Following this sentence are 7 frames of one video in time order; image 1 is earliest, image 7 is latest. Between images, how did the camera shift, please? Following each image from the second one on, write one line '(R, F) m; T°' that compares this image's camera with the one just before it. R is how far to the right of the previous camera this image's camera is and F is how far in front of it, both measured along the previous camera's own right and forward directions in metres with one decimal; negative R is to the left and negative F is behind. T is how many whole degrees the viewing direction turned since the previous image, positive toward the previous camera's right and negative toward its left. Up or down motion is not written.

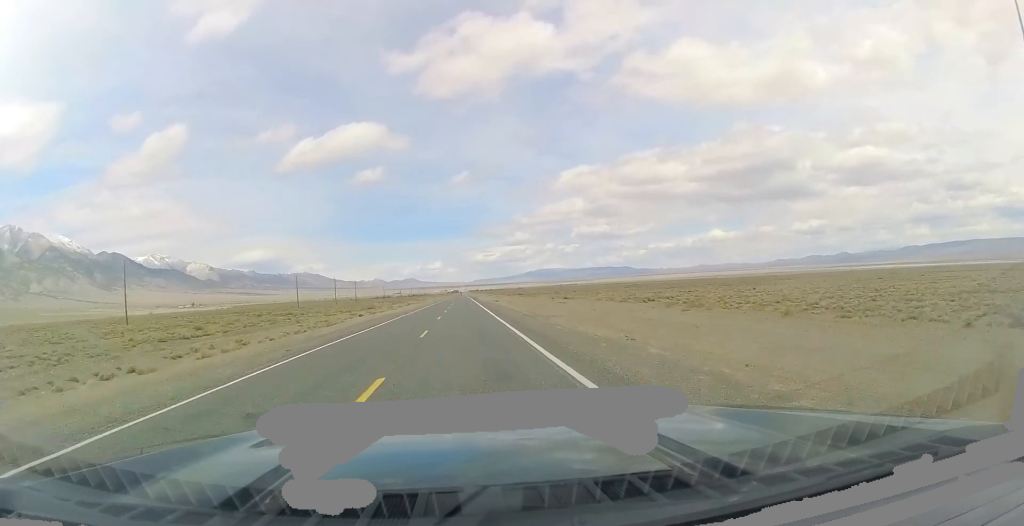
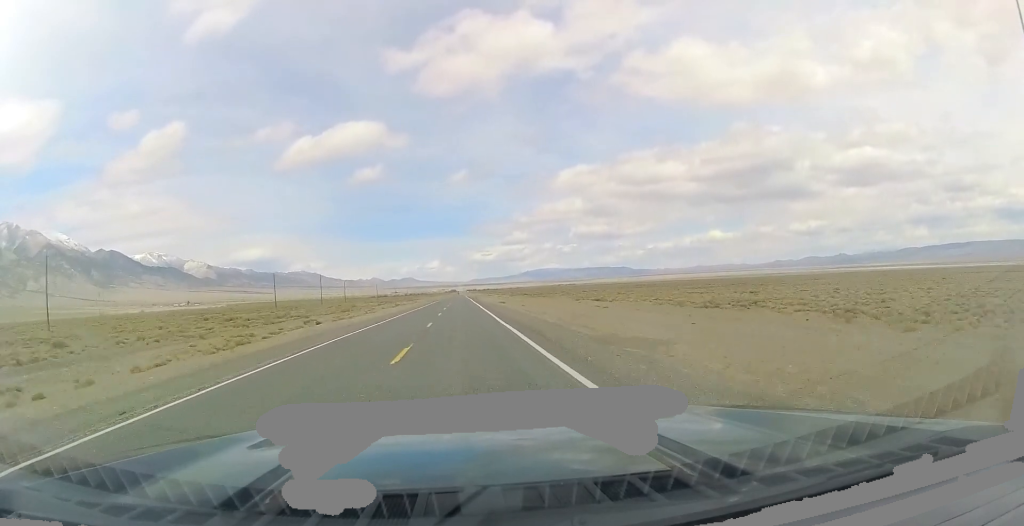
(0.0, +21.9) m; 0°
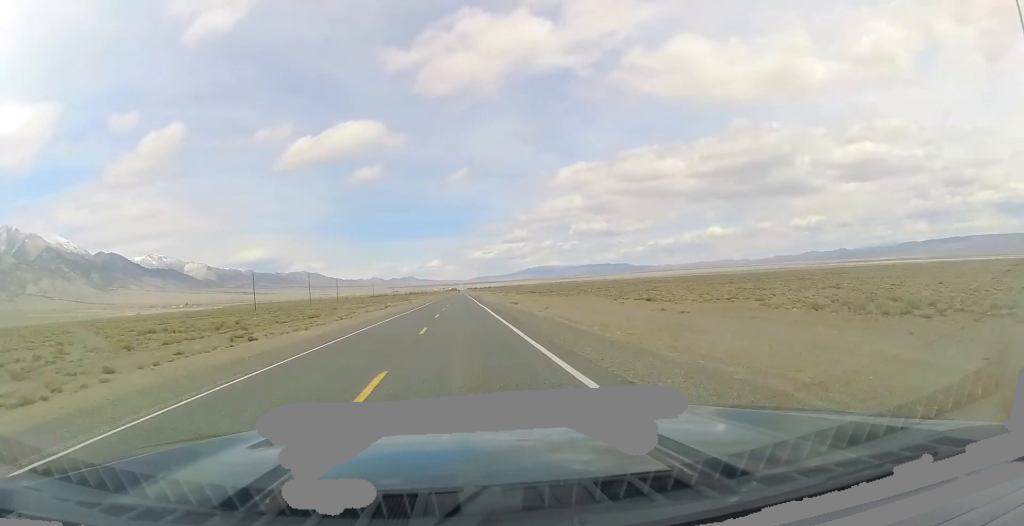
(+0.1, +18.5) m; 0°
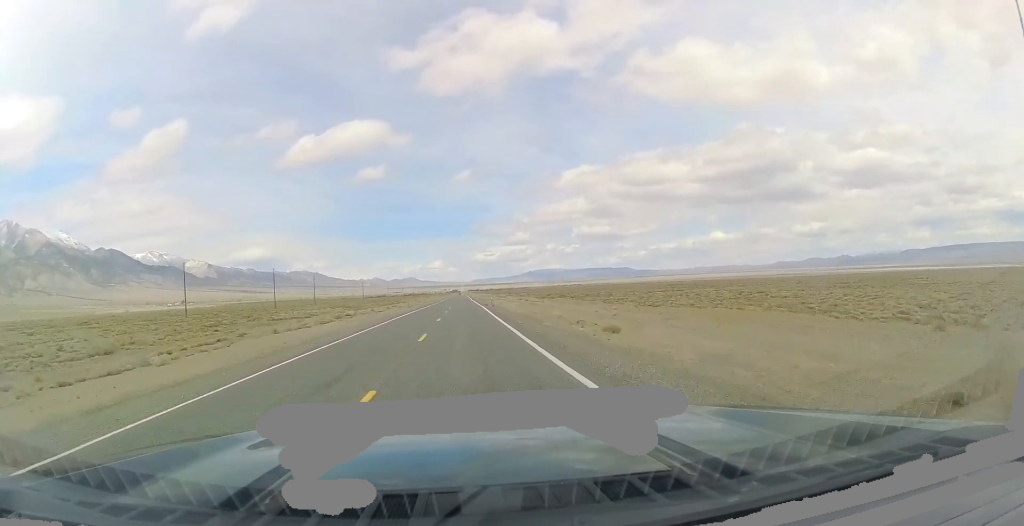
(-0.1, +42.8) m; -1°
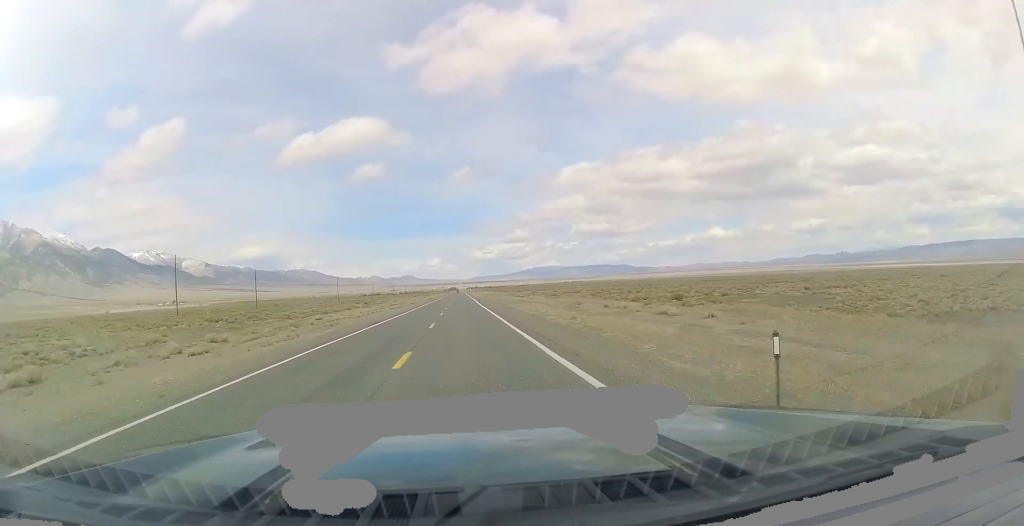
(-0.2, +63.9) m; 0°
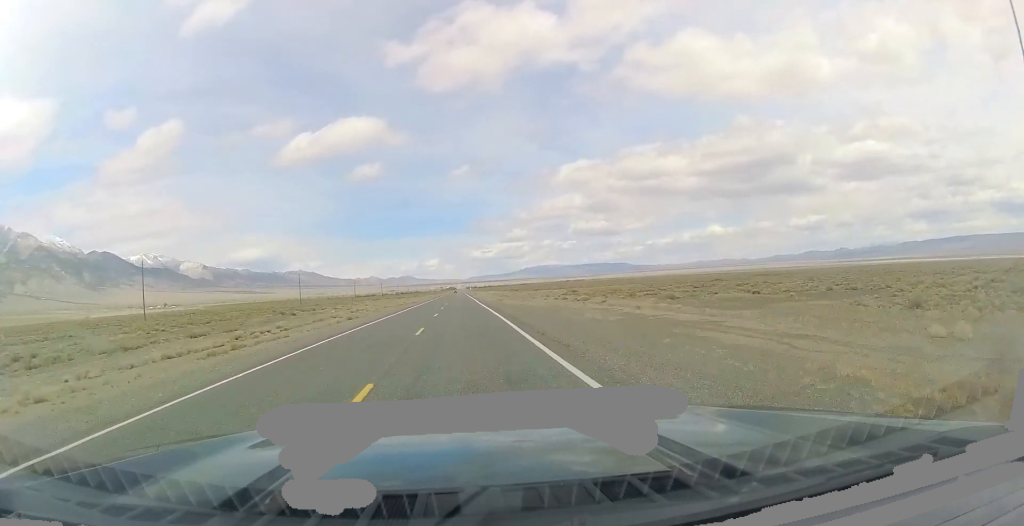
(+0.9, +60.3) m; +2°
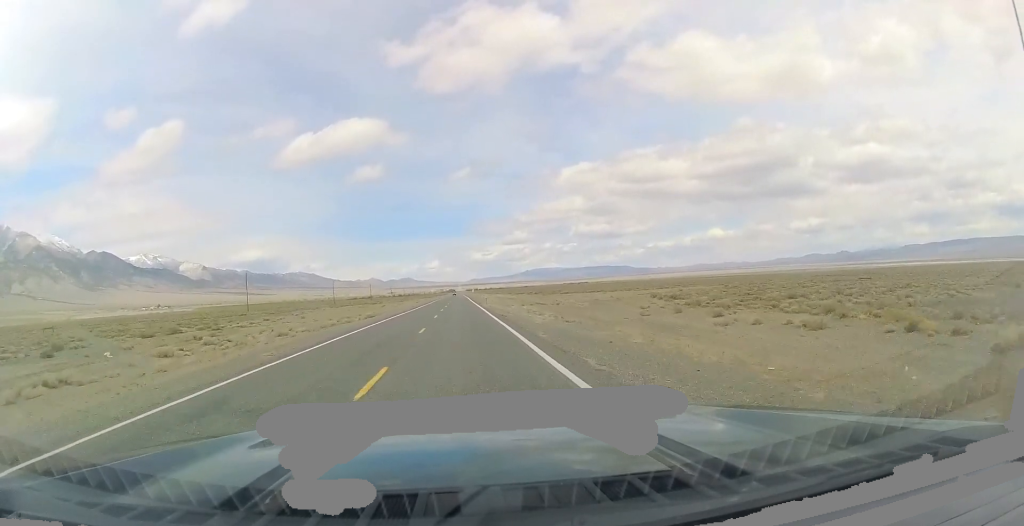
(+0.2, +52.3) m; 0°
